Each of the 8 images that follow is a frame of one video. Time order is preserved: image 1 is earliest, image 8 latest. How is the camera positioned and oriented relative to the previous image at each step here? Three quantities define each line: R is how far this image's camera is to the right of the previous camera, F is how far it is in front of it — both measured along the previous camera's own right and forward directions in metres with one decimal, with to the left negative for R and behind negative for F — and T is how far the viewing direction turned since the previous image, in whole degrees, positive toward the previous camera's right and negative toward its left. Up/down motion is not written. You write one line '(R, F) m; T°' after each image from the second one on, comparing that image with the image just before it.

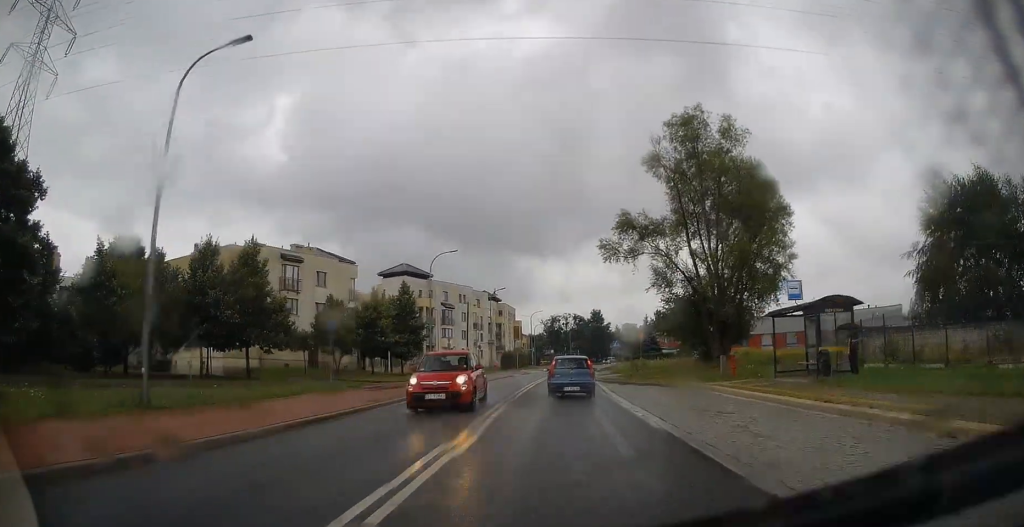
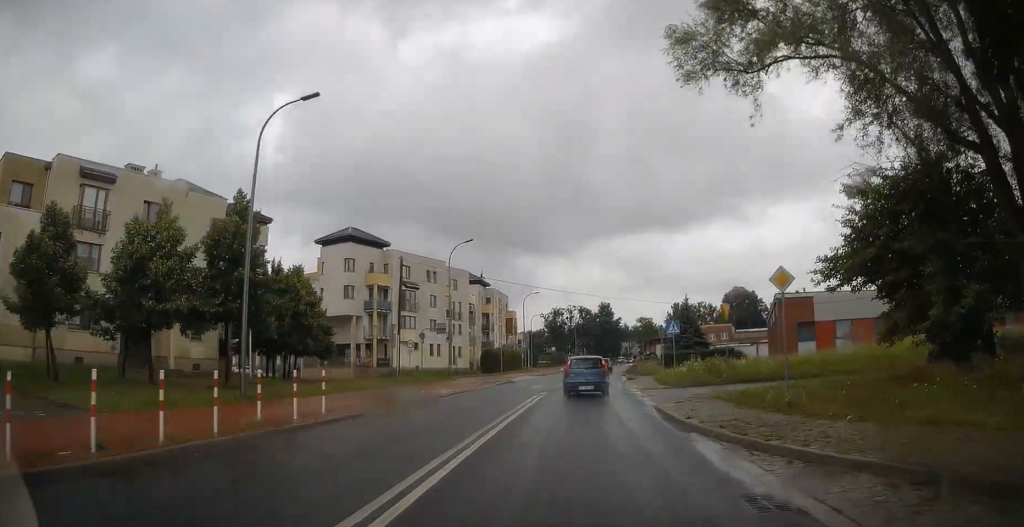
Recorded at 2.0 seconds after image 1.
(-0.1, +27.0) m; 0°
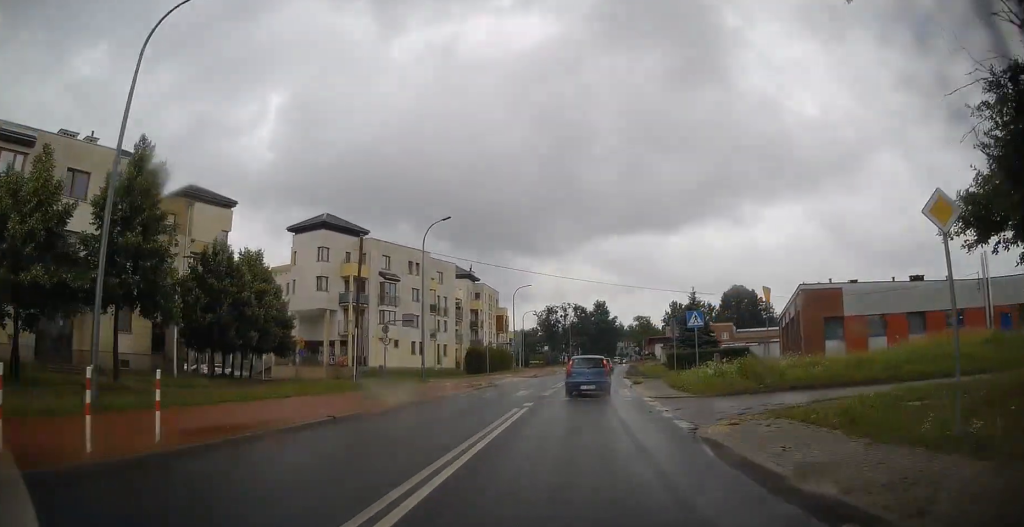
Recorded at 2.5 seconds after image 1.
(0.0, +6.3) m; 0°
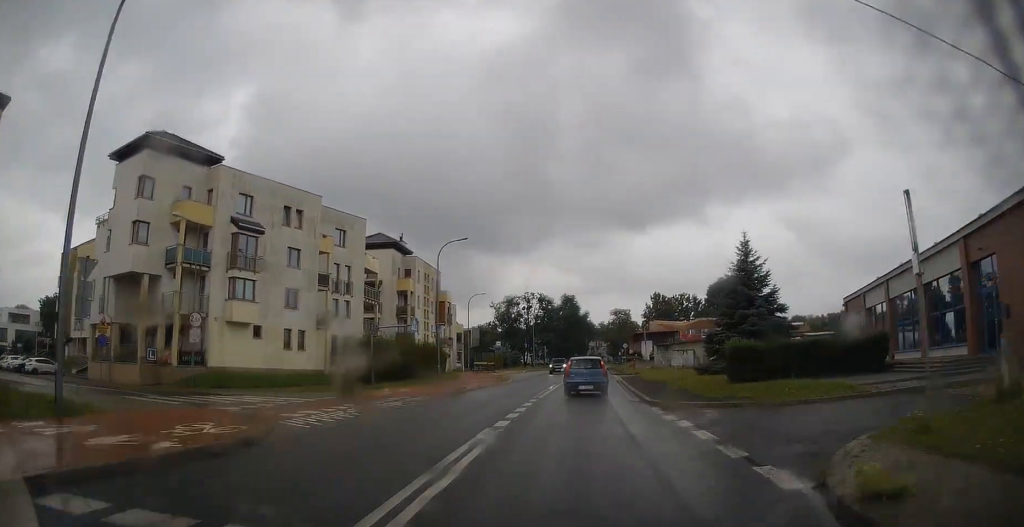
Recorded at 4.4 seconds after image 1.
(+0.5, +25.3) m; +3°
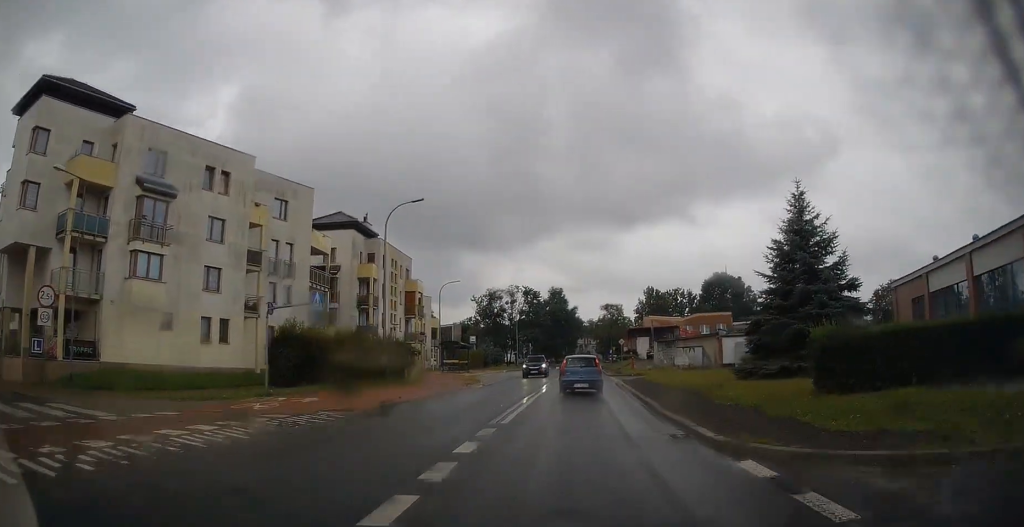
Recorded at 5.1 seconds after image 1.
(+0.1, +9.5) m; +1°
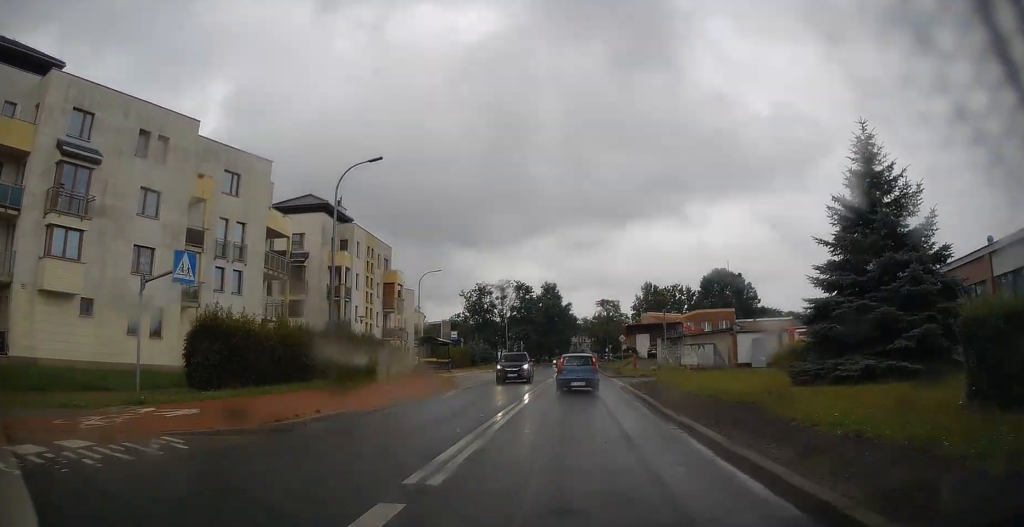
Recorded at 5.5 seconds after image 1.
(+0.1, +6.3) m; 0°
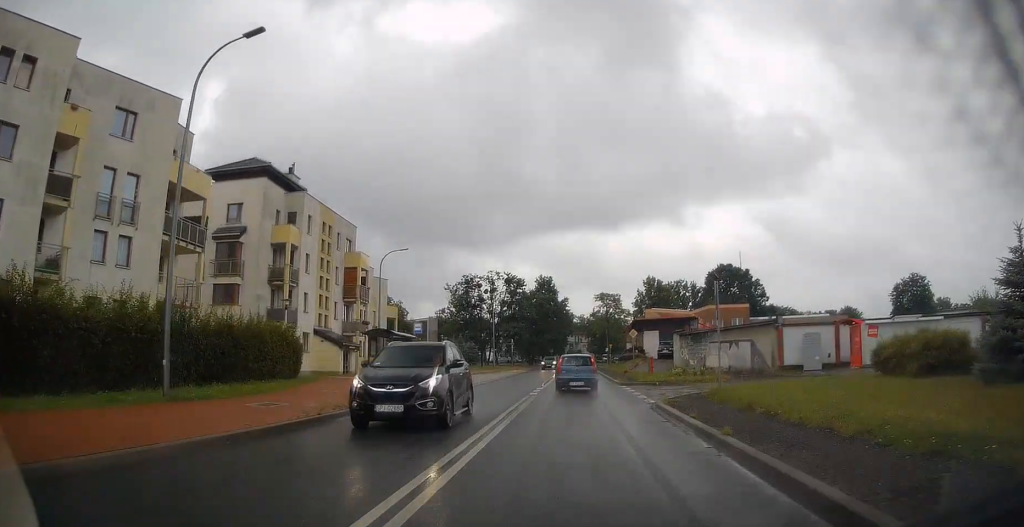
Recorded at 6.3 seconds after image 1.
(+0.1, +10.7) m; 0°
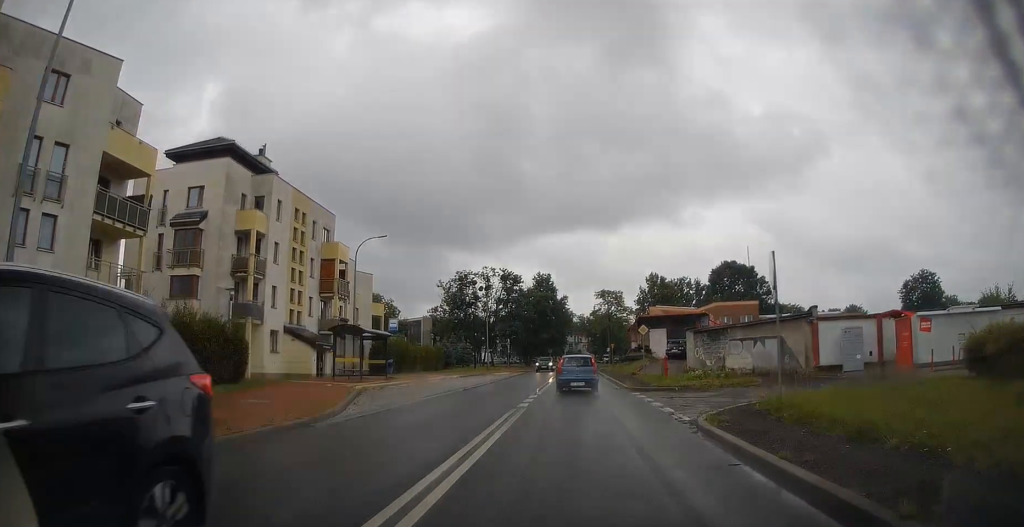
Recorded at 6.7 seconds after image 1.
(0.0, +5.3) m; 0°
